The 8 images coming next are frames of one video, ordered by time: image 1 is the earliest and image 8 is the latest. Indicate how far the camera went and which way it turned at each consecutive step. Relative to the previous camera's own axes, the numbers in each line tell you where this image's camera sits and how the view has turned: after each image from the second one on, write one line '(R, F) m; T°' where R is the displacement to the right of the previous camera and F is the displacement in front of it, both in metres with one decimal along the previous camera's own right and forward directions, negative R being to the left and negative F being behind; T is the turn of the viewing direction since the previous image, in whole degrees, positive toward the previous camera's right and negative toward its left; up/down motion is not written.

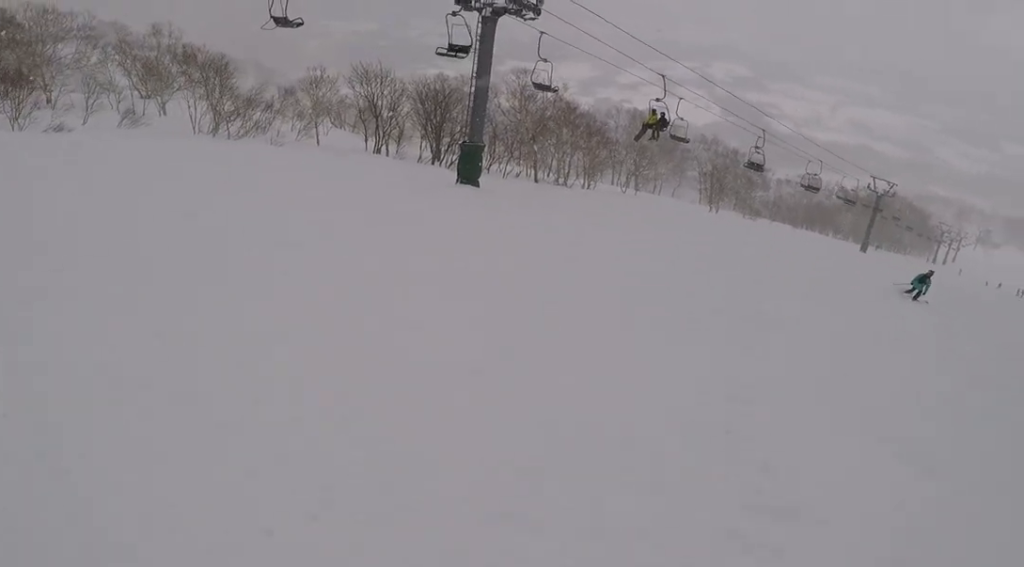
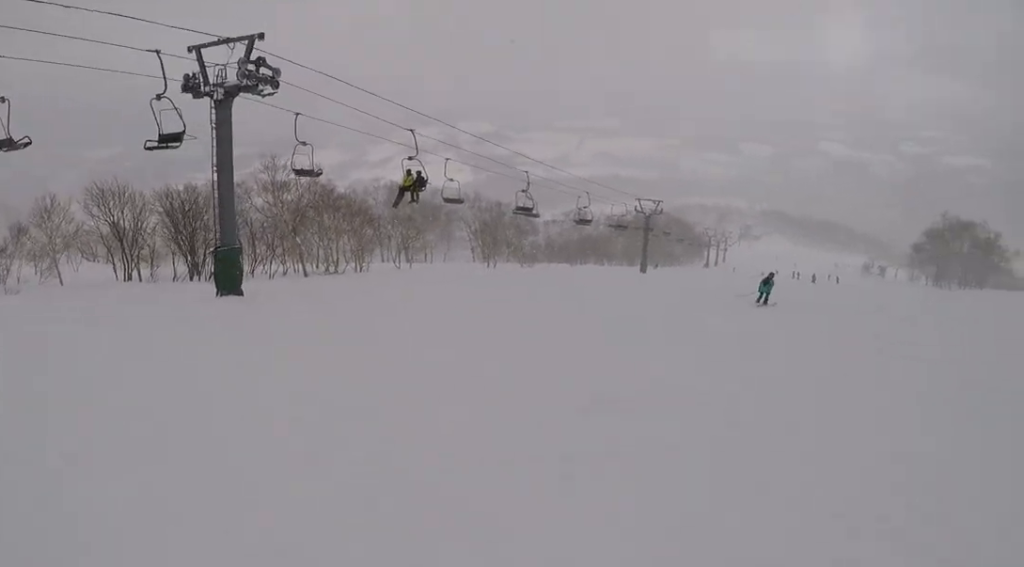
(+0.1, +2.7) m; +9°
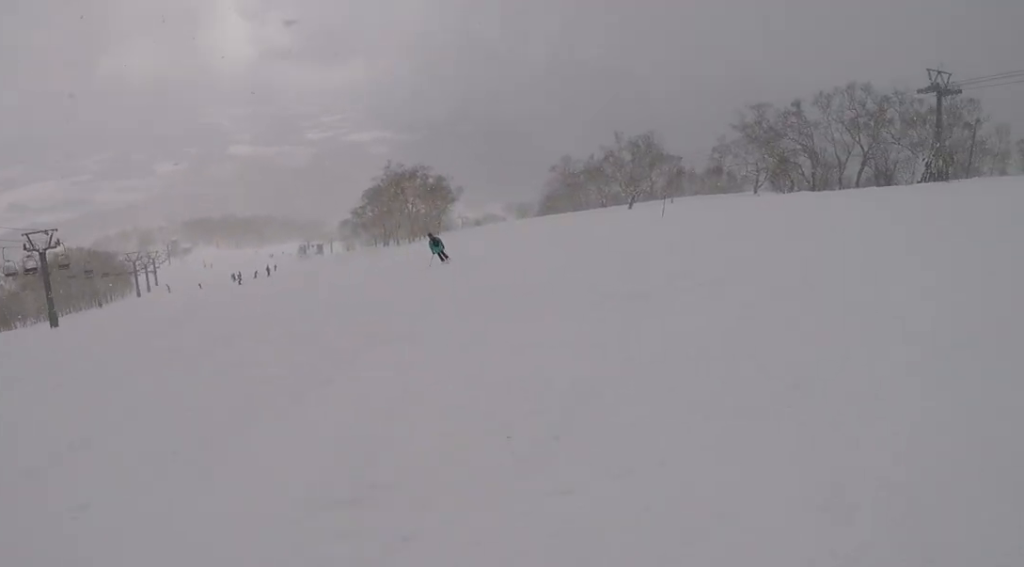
(+6.9, +12.2) m; +48°
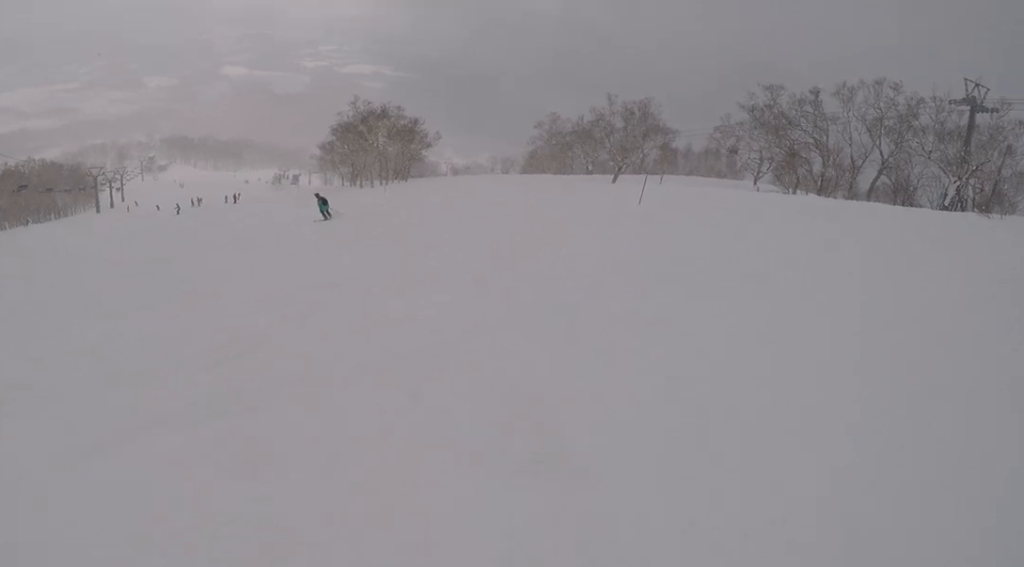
(-0.1, +7.1) m; -16°
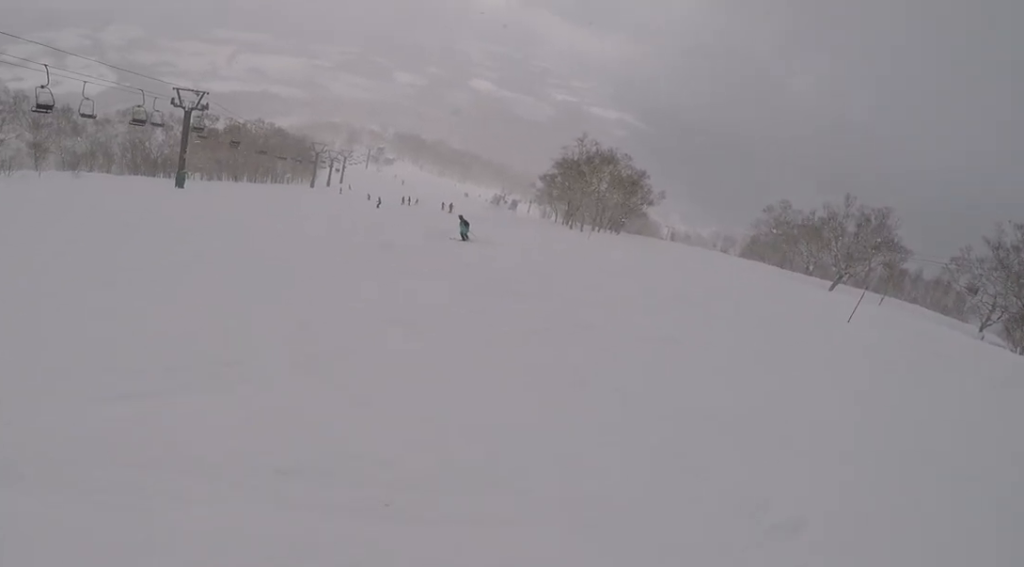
(+0.5, +3.1) m; -17°
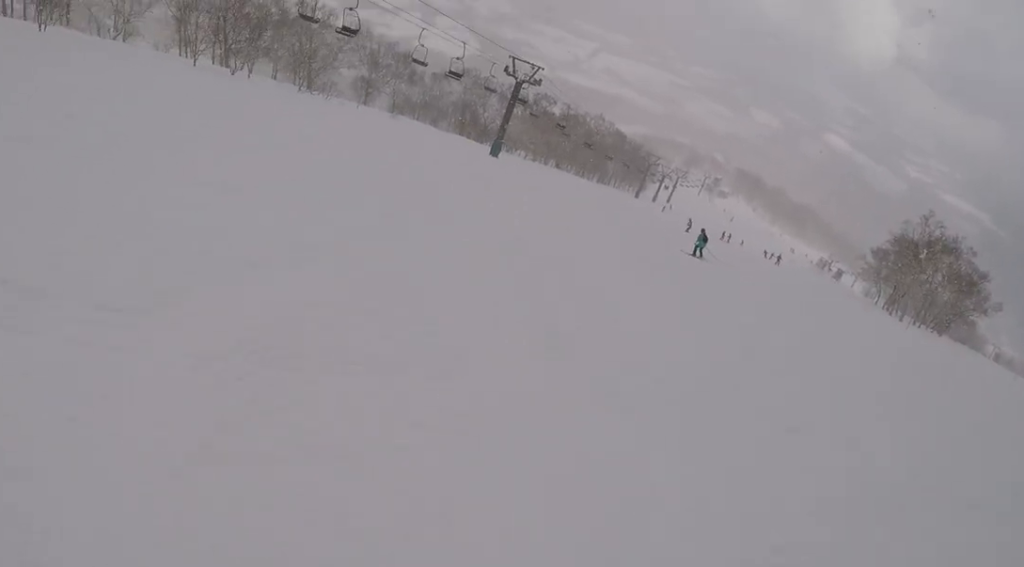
(-1.6, +3.9) m; -18°
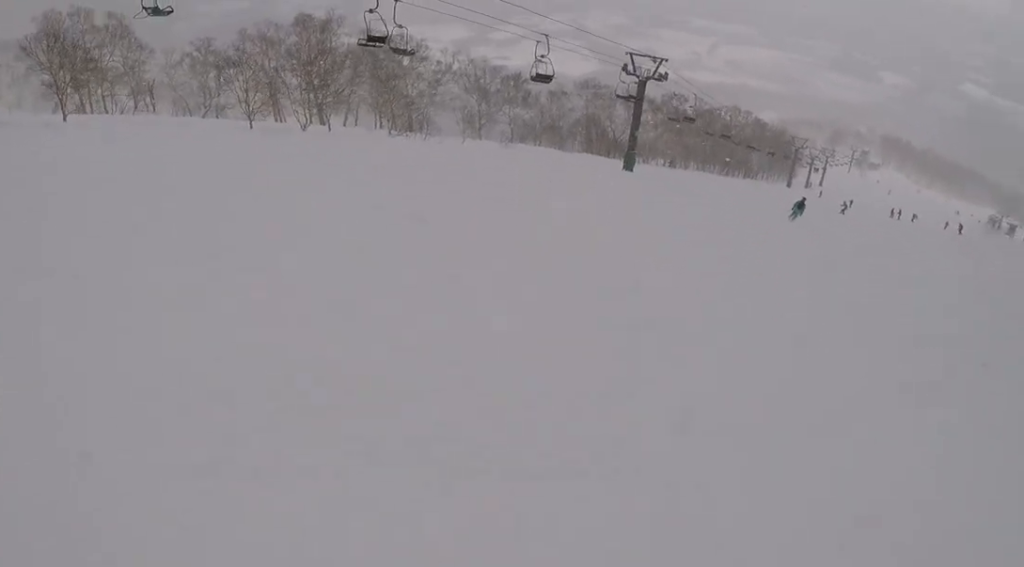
(-2.1, +9.5) m; 0°
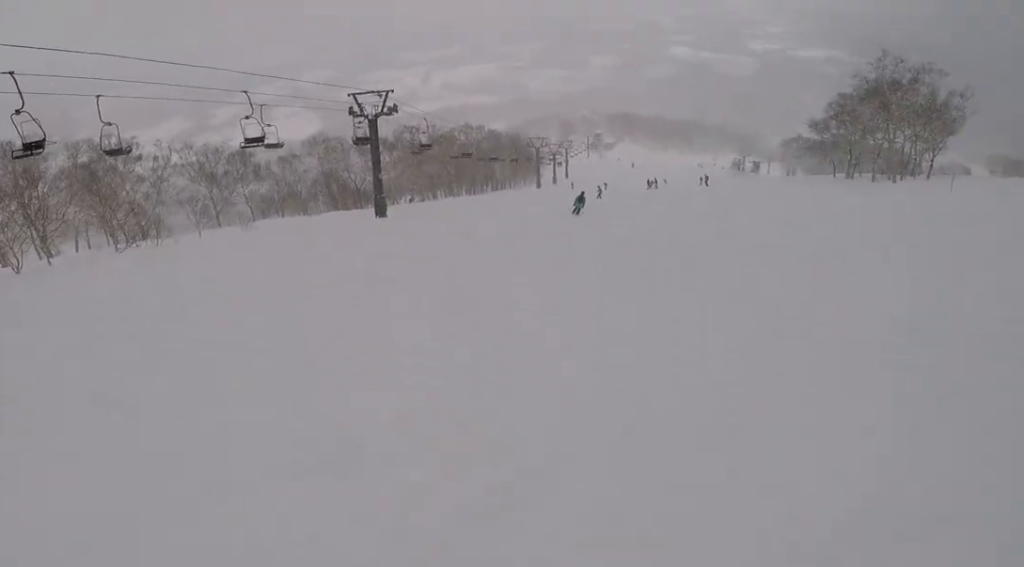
(+1.1, +4.2) m; +16°
